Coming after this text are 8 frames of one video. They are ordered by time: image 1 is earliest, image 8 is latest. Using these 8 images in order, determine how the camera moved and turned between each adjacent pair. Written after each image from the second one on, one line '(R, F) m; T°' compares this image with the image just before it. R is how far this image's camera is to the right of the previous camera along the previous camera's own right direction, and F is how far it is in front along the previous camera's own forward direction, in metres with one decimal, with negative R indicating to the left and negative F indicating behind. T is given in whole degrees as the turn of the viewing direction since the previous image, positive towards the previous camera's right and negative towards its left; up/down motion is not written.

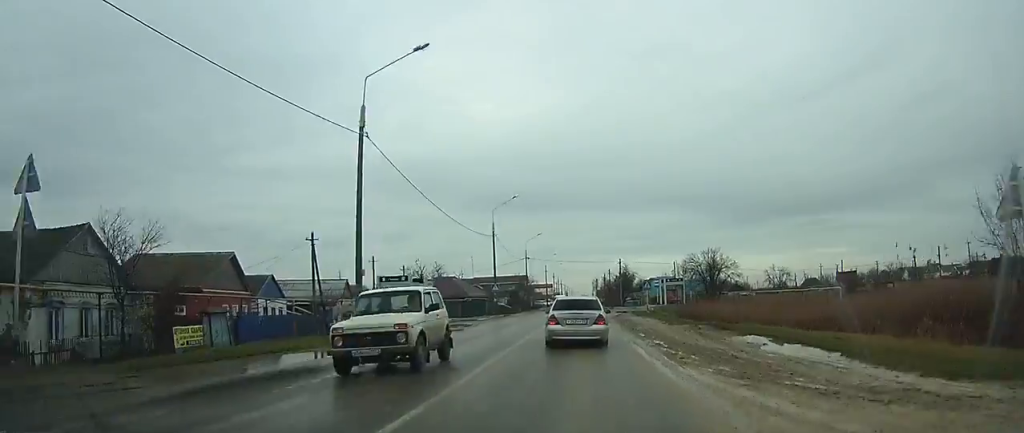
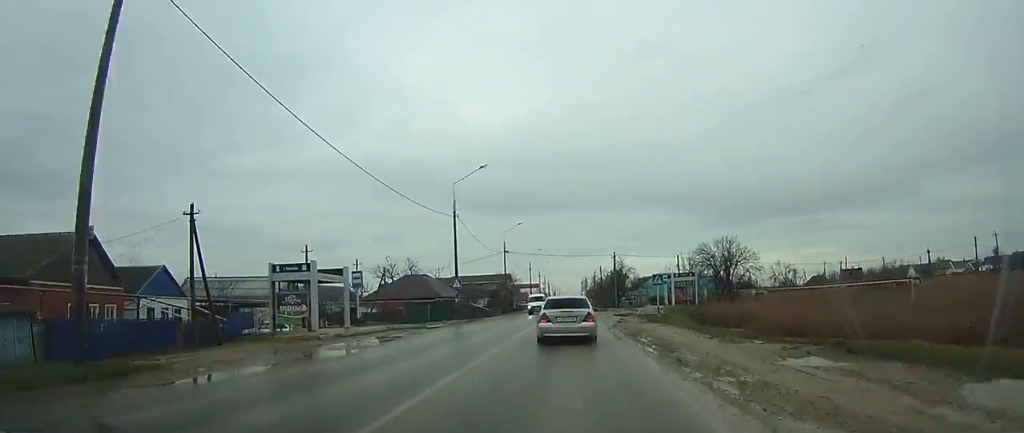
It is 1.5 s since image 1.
(-0.1, +13.4) m; 0°
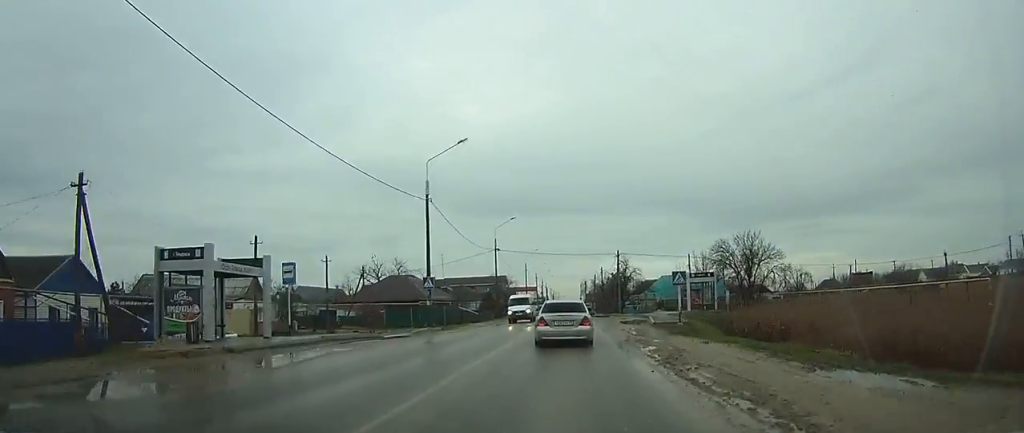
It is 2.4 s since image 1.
(0.0, +8.0) m; 0°
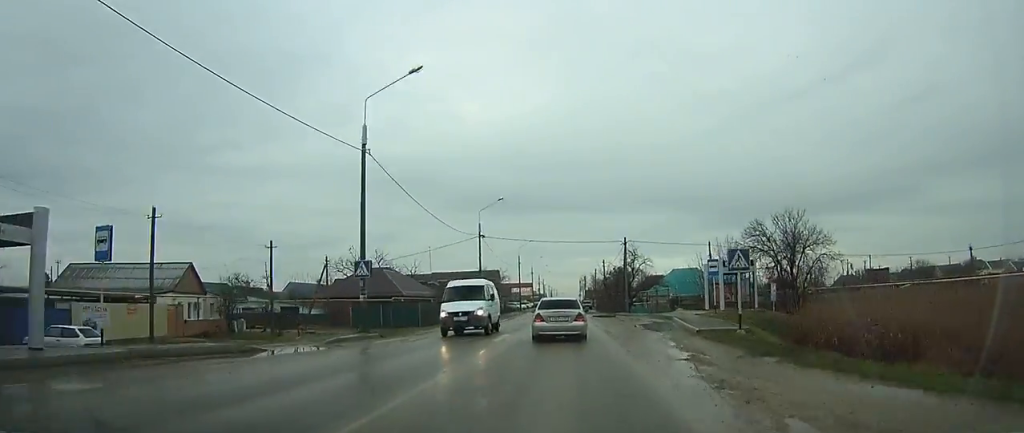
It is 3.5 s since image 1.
(0.0, +11.3) m; 0°
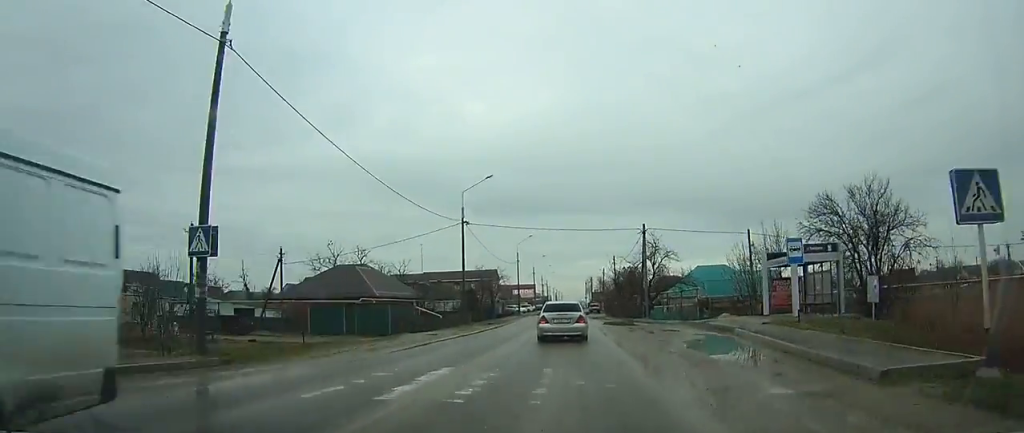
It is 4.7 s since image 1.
(0.0, +12.1) m; 0°
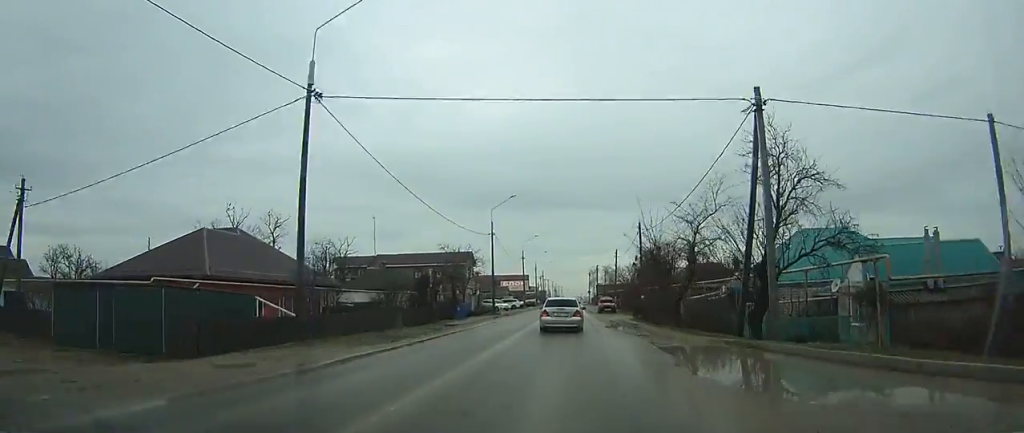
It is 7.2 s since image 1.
(+0.2, +29.6) m; +1°
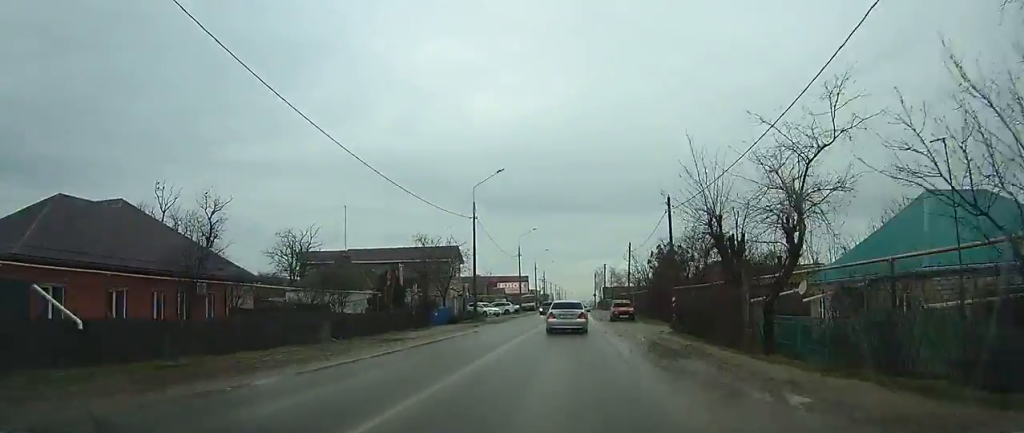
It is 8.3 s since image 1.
(0.0, +13.2) m; 0°
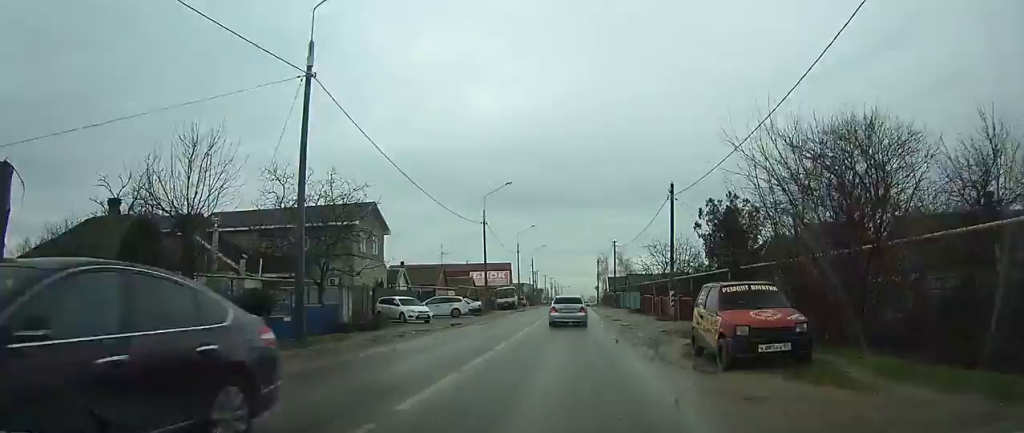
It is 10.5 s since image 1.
(+0.3, +29.8) m; +1°
